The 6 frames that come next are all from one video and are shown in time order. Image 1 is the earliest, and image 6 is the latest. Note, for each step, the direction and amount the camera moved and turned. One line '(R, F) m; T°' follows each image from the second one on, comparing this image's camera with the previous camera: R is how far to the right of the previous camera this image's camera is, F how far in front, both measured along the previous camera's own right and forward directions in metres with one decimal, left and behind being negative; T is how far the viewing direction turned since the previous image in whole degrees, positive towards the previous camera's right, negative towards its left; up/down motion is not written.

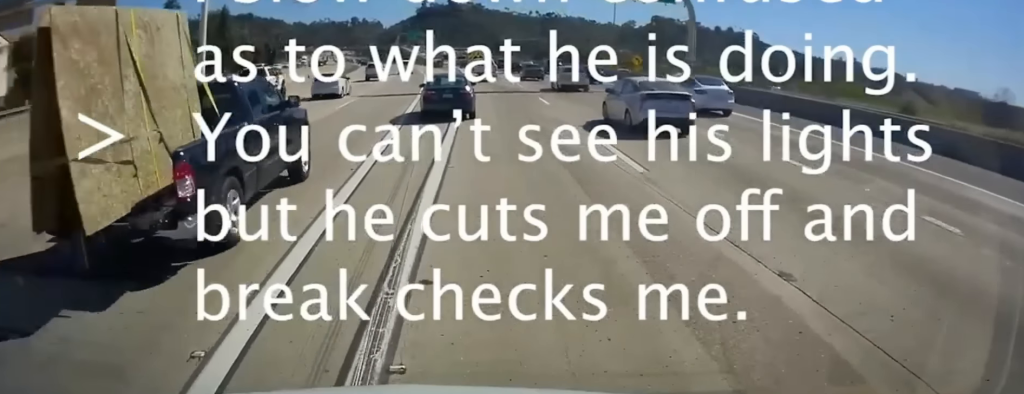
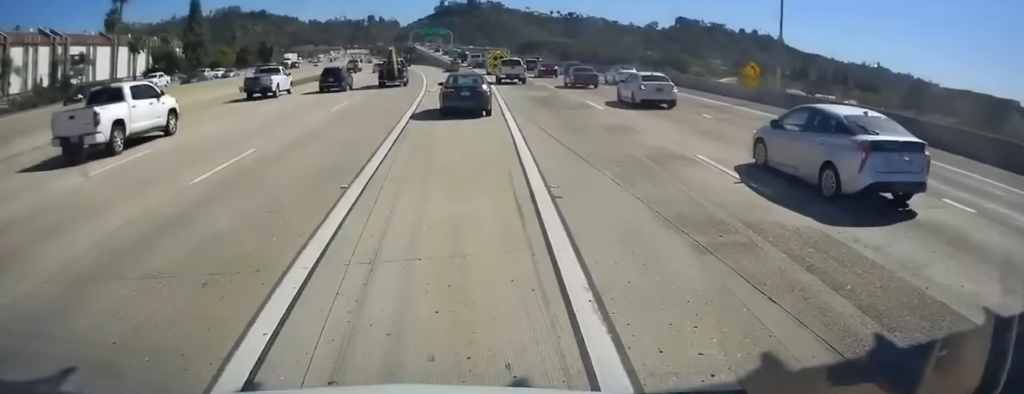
(-2.3, +30.1) m; 0°
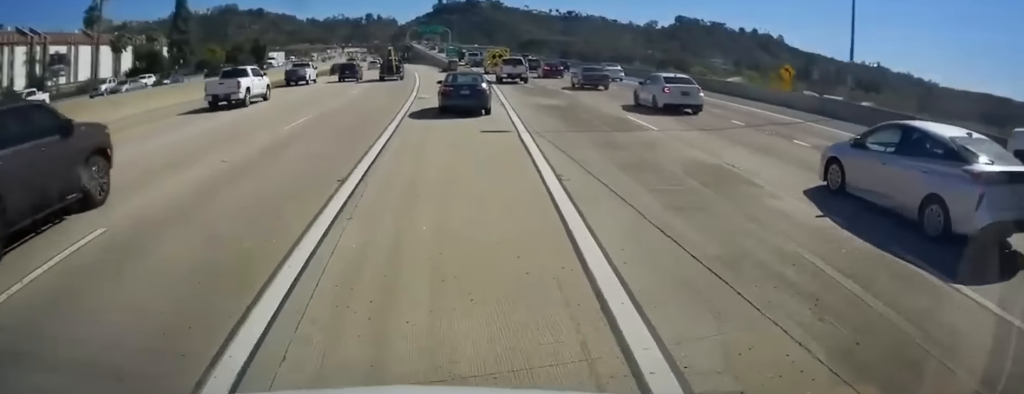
(+0.3, +7.2) m; +2°
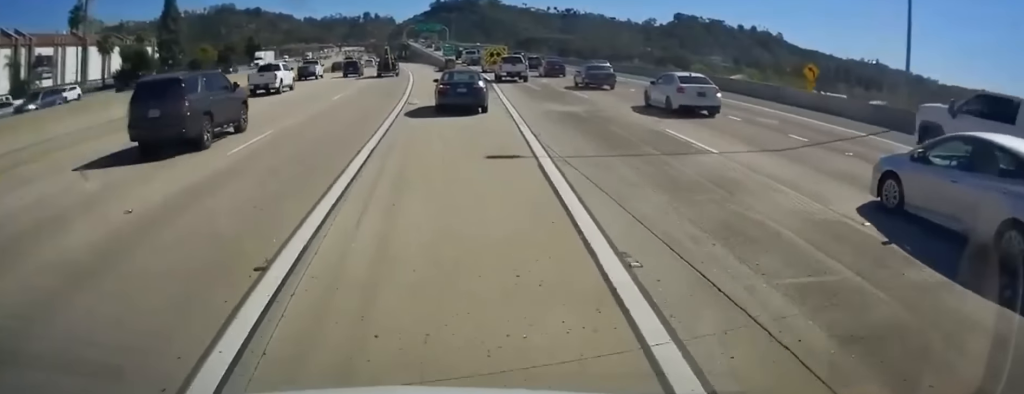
(+0.1, +4.4) m; 0°
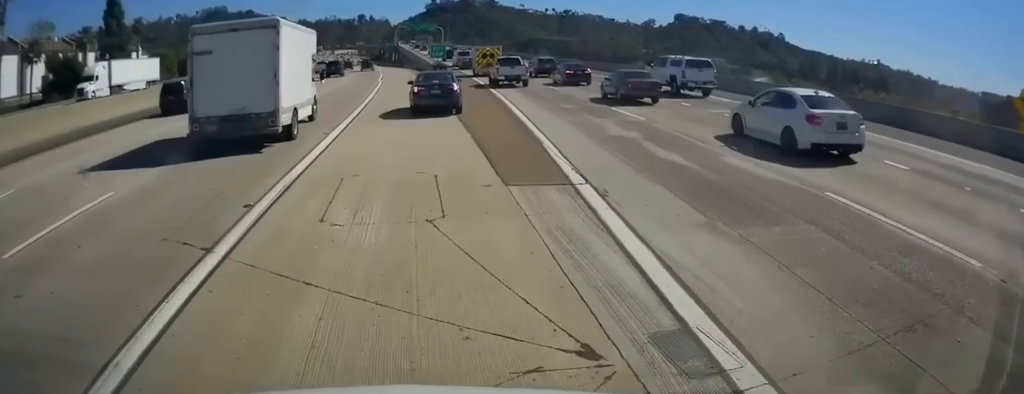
(-1.6, +25.5) m; -5°
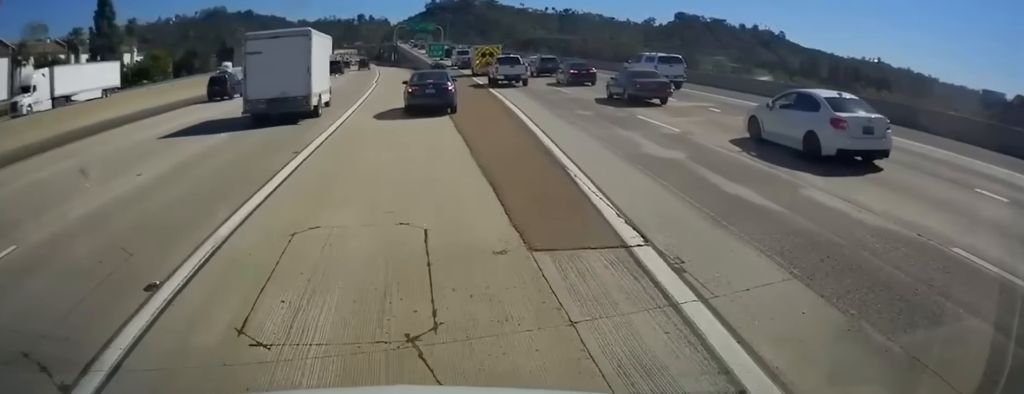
(+0.2, +3.7) m; 0°
